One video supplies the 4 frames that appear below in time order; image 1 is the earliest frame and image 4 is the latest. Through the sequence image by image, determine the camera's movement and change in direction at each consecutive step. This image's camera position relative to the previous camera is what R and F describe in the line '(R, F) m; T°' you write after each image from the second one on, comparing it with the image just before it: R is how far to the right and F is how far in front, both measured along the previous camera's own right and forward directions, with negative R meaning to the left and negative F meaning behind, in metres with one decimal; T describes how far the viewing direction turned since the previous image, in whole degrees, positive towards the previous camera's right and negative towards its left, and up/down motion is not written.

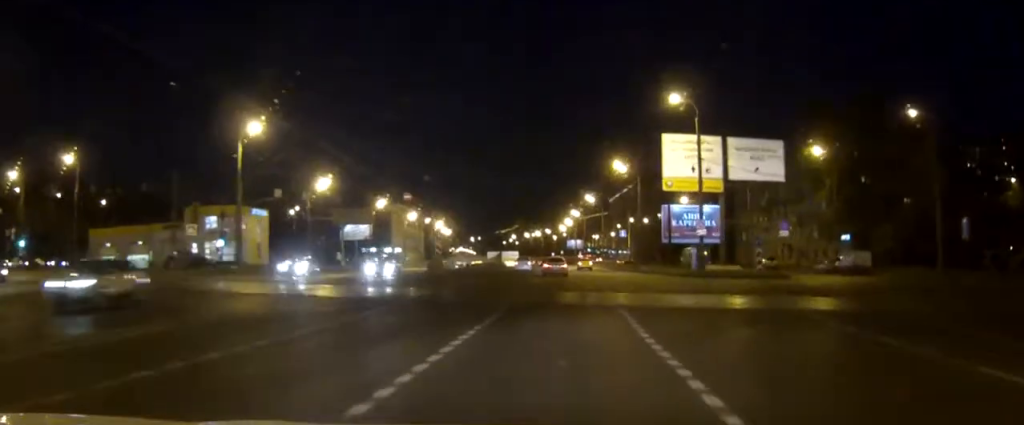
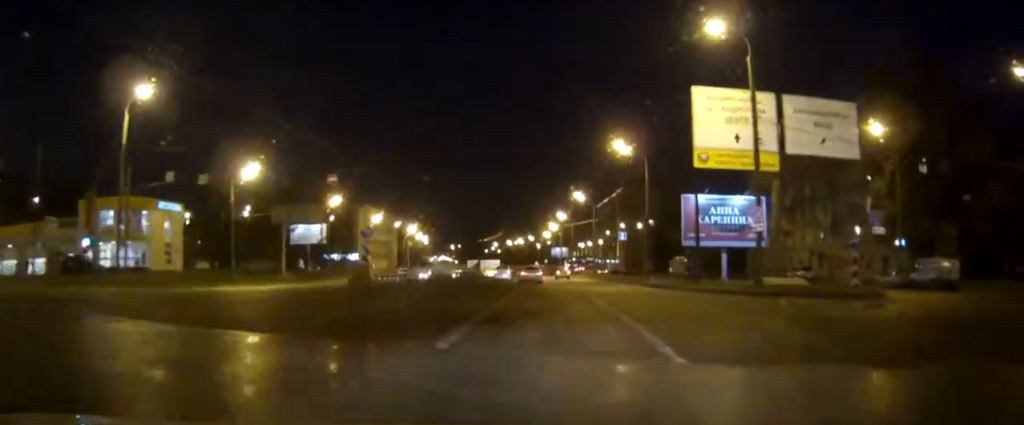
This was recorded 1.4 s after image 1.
(+0.4, +19.4) m; +1°
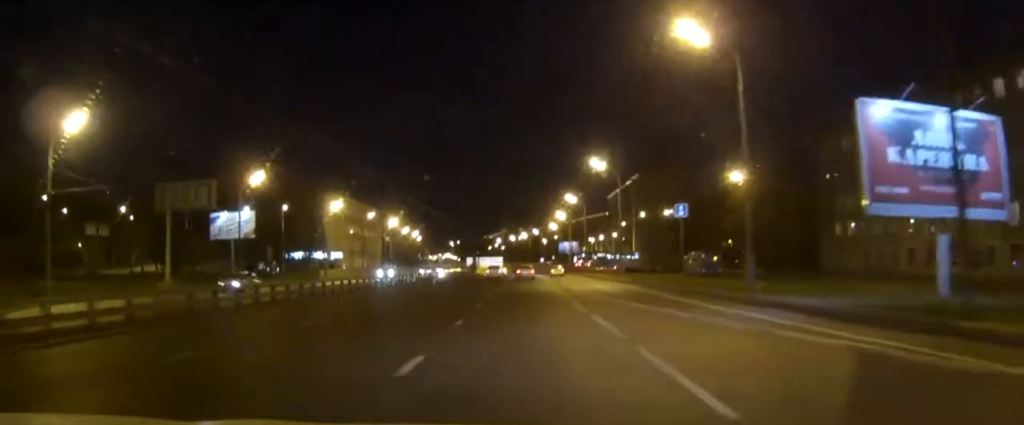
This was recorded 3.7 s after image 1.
(-0.3, +31.8) m; -1°
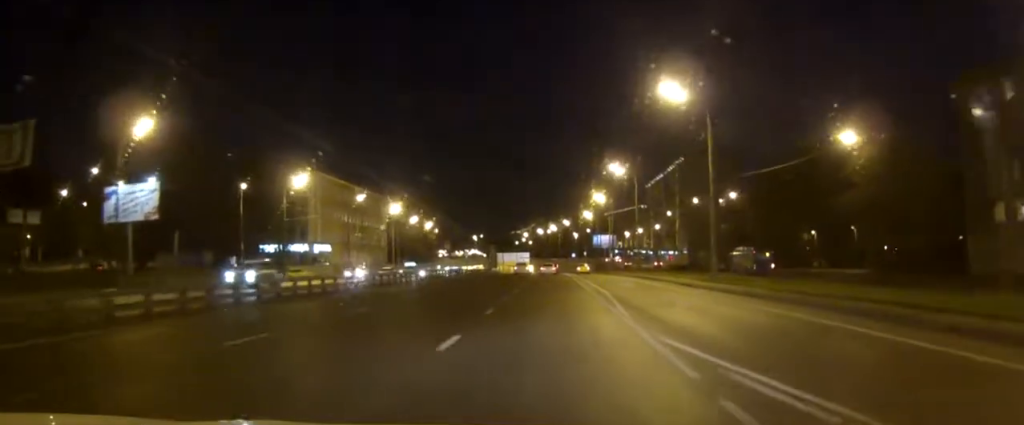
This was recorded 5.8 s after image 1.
(-0.7, +29.8) m; -3°
